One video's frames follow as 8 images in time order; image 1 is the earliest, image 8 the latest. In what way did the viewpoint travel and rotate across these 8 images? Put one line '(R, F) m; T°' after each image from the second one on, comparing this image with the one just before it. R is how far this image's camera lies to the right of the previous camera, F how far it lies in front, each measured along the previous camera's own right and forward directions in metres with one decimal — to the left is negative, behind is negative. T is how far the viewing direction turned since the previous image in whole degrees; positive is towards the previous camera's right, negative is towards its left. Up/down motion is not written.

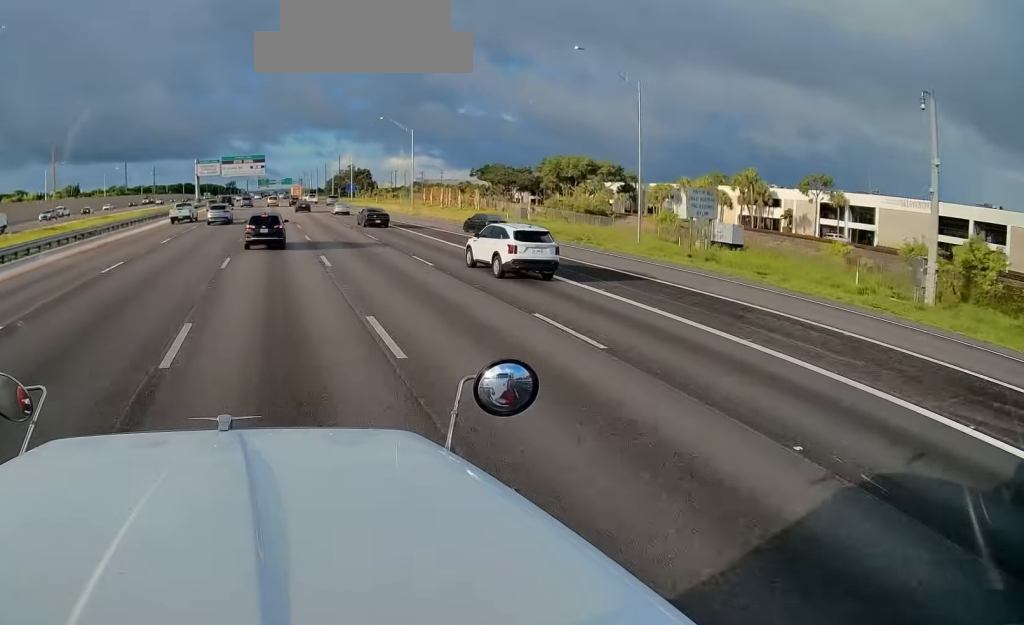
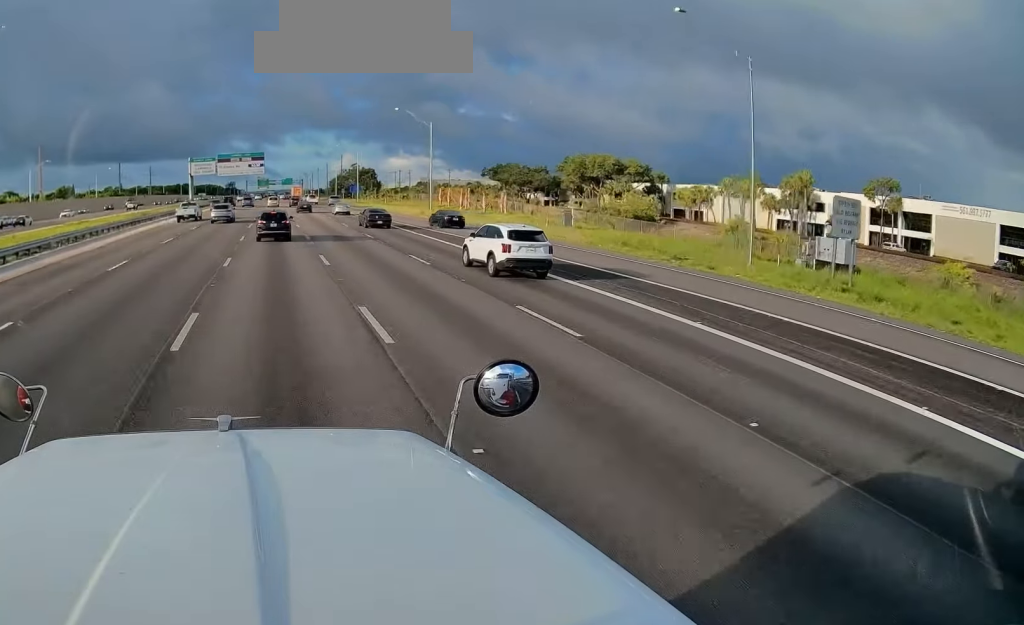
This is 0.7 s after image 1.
(0.0, +11.3) m; 0°
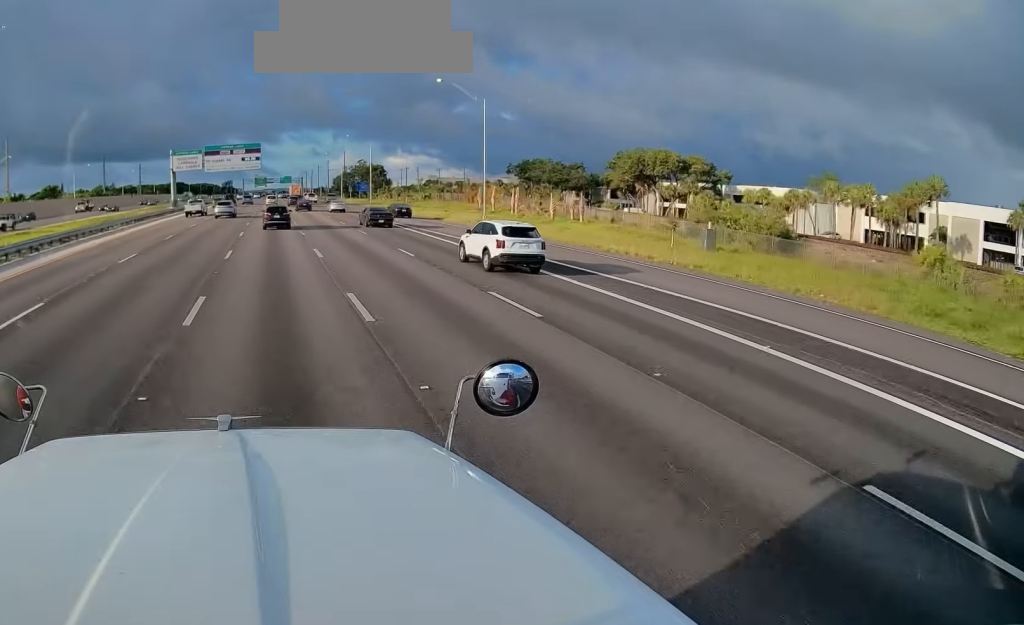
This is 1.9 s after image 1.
(-0.2, +21.8) m; -1°
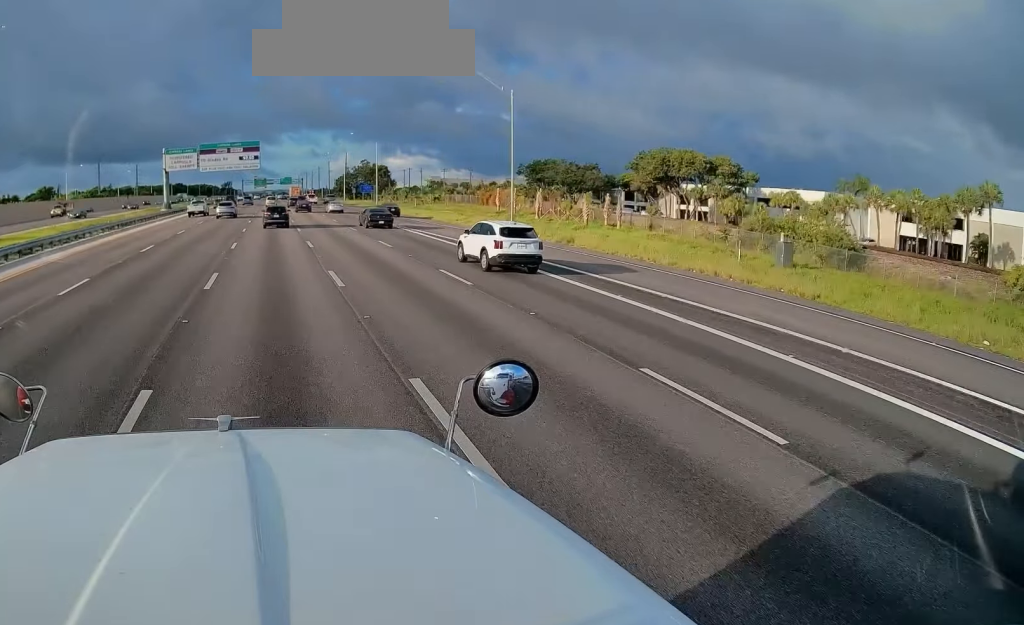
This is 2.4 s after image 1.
(-0.1, +7.5) m; 0°
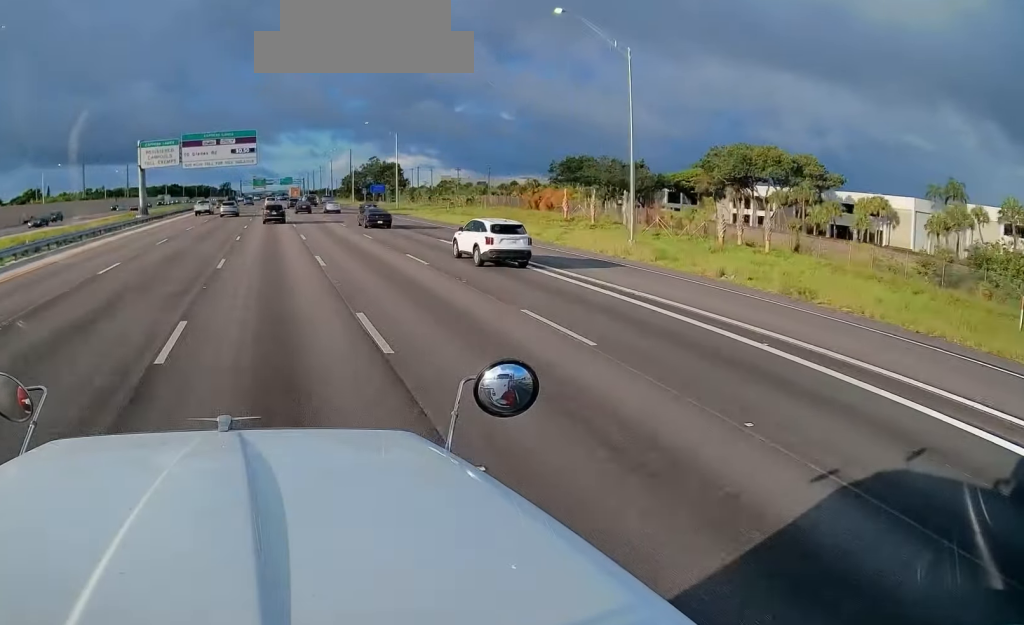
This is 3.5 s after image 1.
(+0.3, +19.7) m; +1°
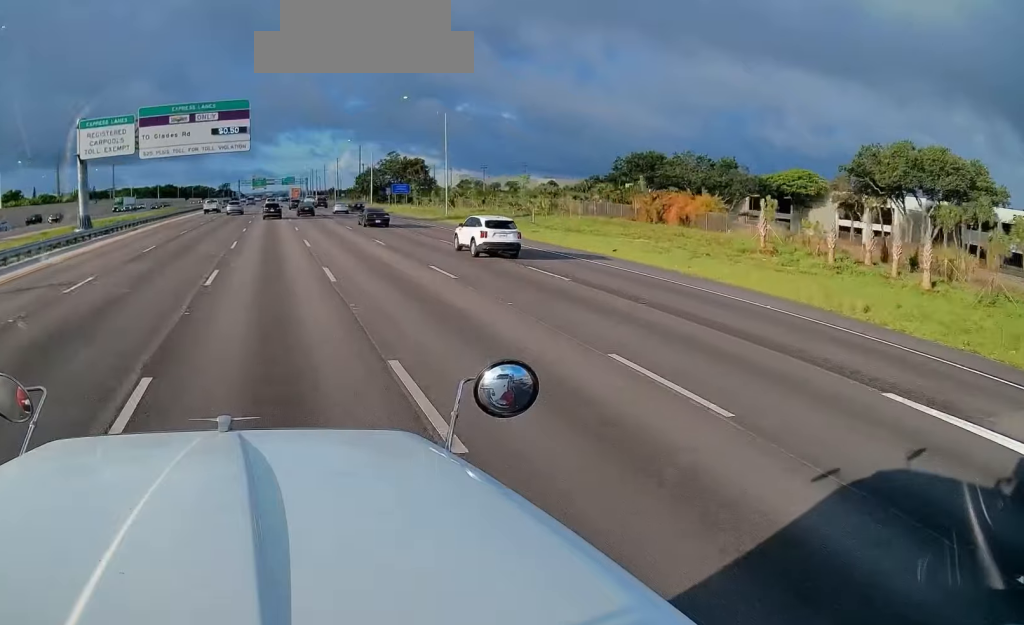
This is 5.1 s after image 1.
(0.0, +28.4) m; 0°
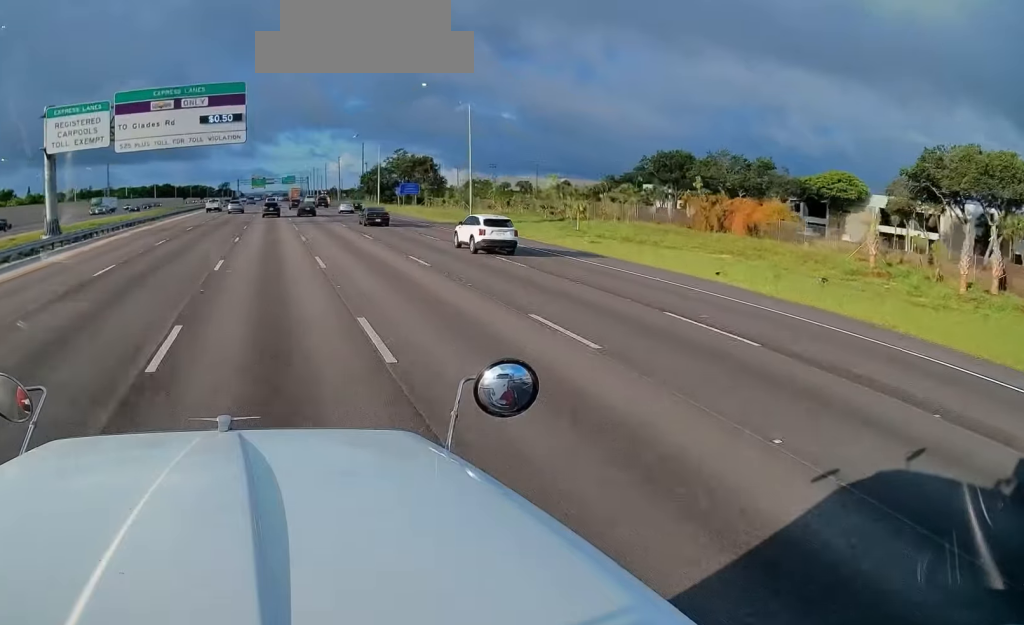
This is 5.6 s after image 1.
(0.0, +9.0) m; 0°
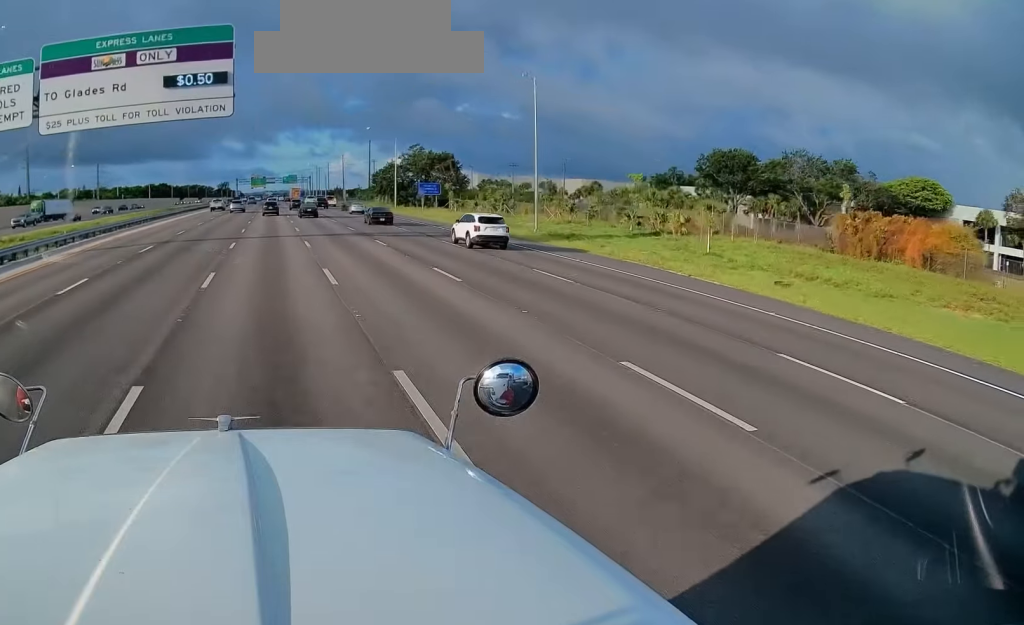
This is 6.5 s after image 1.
(0.0, +16.2) m; 0°
